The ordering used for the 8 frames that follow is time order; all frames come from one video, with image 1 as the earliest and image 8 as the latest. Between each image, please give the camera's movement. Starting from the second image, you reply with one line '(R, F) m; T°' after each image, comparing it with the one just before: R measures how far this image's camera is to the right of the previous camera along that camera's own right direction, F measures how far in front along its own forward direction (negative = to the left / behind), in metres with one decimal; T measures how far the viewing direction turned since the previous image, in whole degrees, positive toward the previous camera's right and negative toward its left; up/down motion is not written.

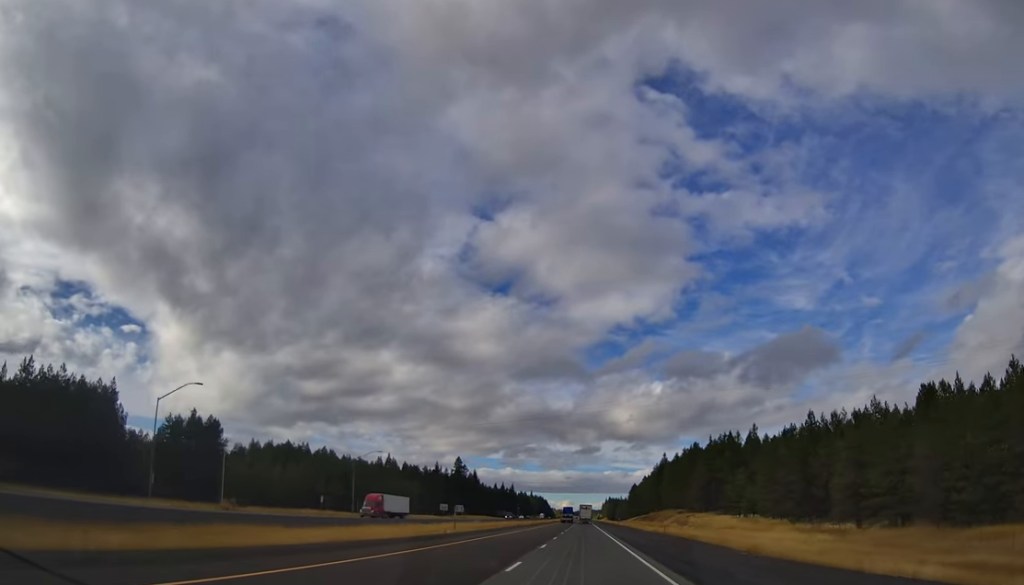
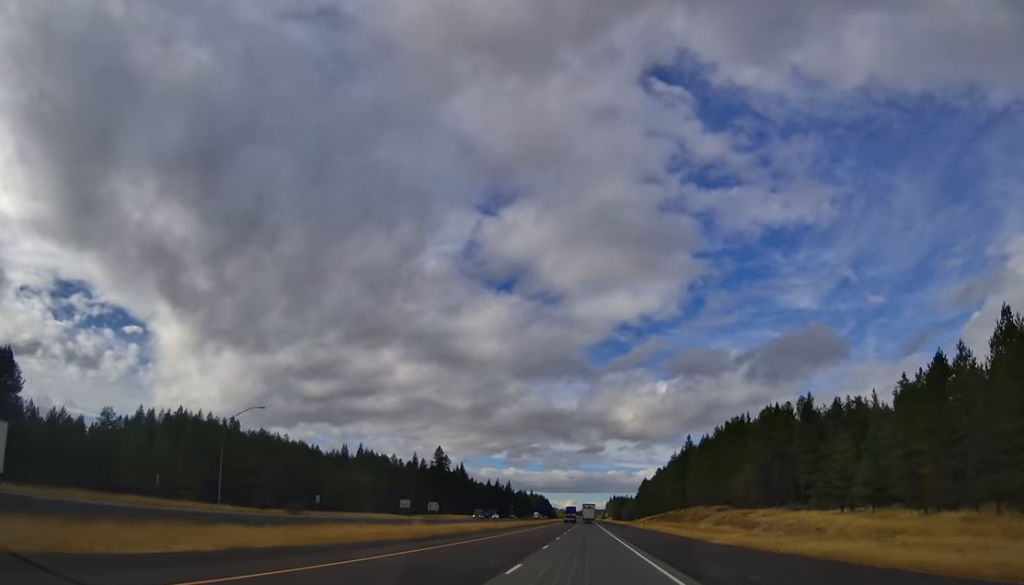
(-0.2, +50.1) m; -1°
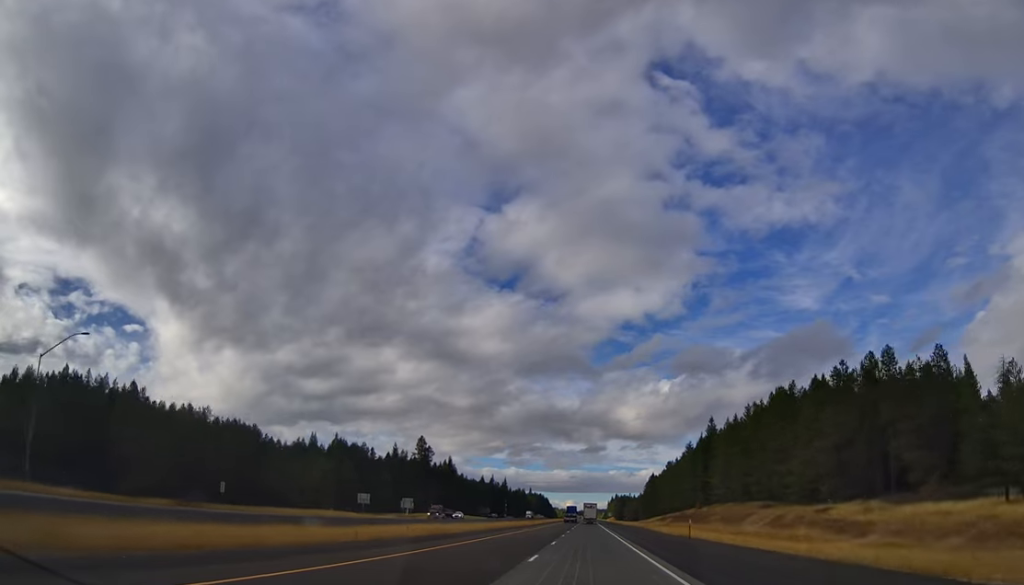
(-0.8, +32.4) m; 0°
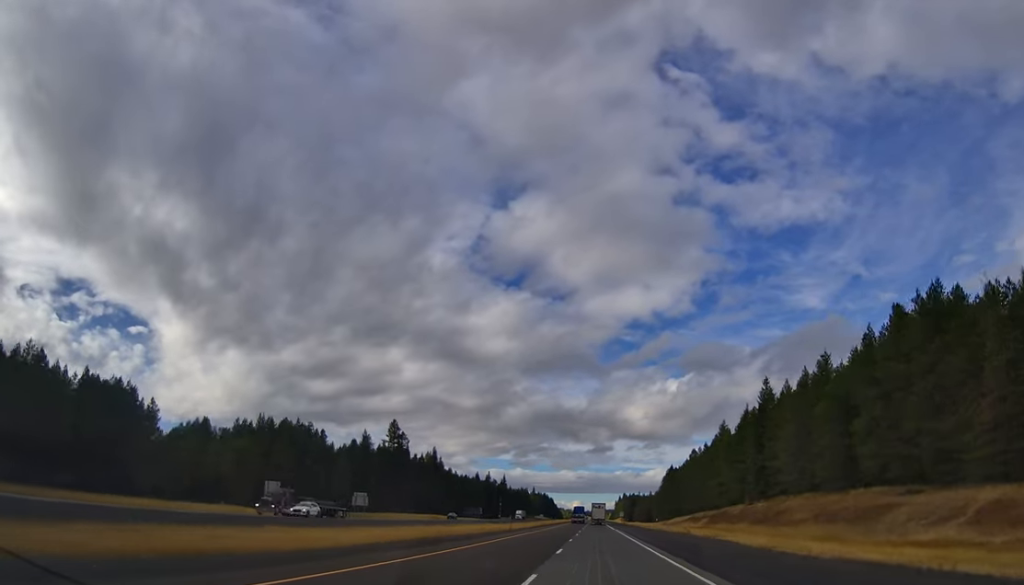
(+1.2, +43.8) m; +1°
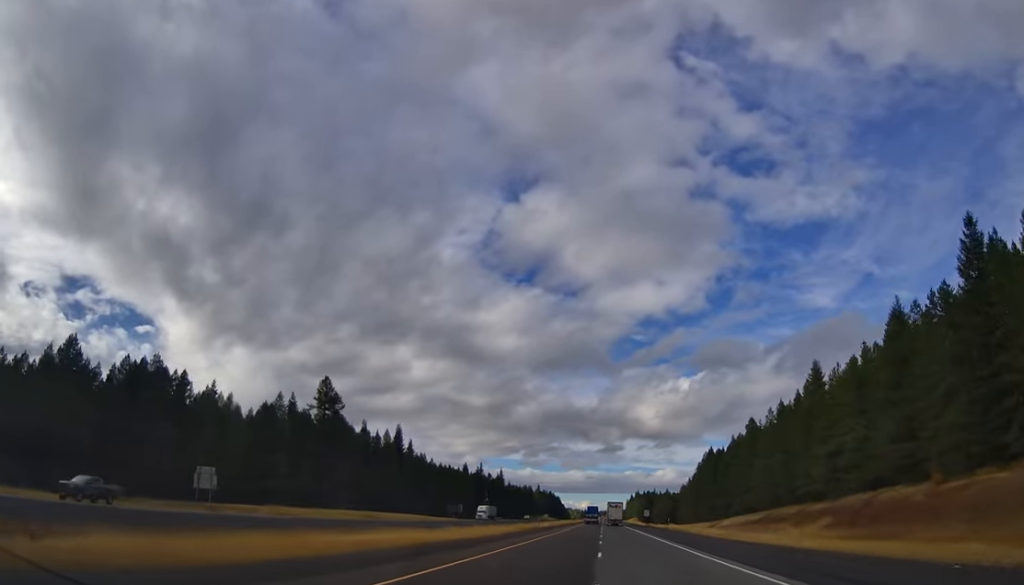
(-1.1, +63.1) m; -2°
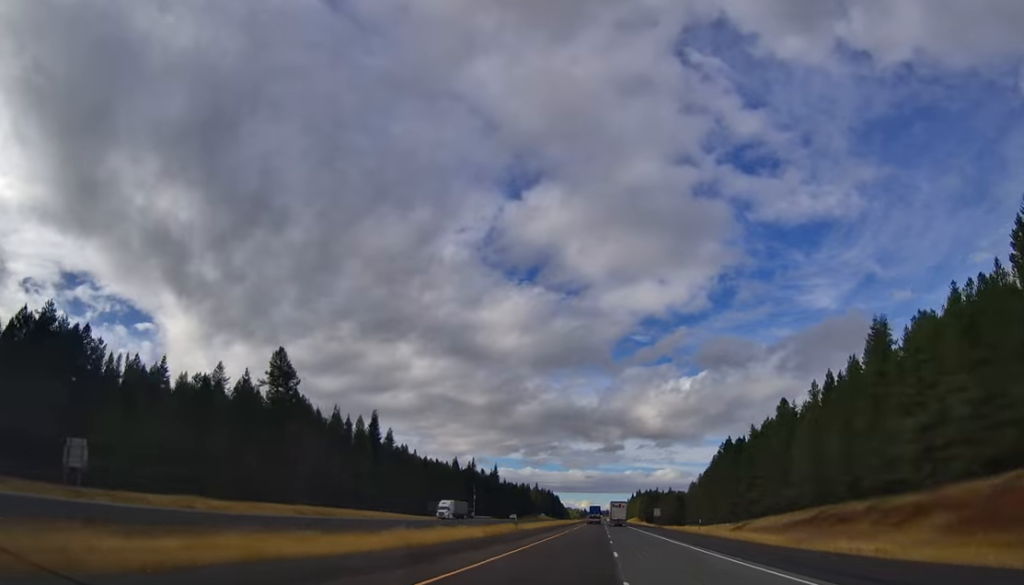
(0.0, +23.7) m; 0°
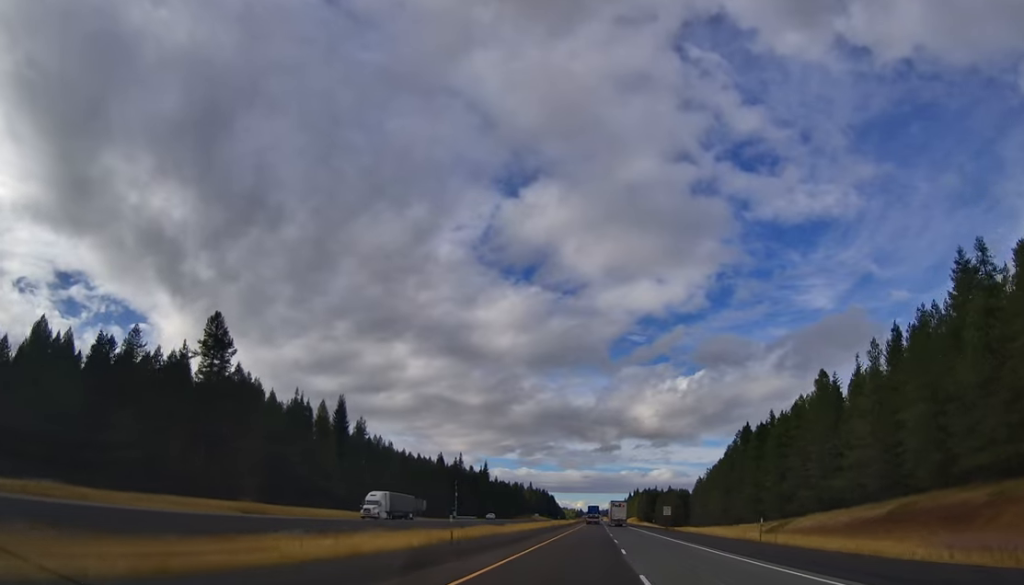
(-0.2, +22.7) m; 0°
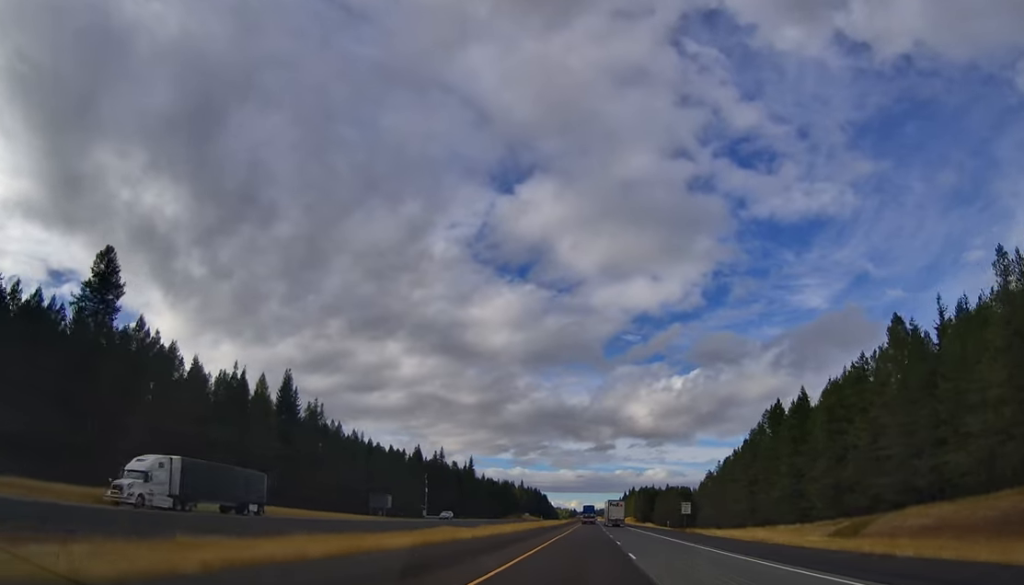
(+0.1, +27.4) m; 0°
